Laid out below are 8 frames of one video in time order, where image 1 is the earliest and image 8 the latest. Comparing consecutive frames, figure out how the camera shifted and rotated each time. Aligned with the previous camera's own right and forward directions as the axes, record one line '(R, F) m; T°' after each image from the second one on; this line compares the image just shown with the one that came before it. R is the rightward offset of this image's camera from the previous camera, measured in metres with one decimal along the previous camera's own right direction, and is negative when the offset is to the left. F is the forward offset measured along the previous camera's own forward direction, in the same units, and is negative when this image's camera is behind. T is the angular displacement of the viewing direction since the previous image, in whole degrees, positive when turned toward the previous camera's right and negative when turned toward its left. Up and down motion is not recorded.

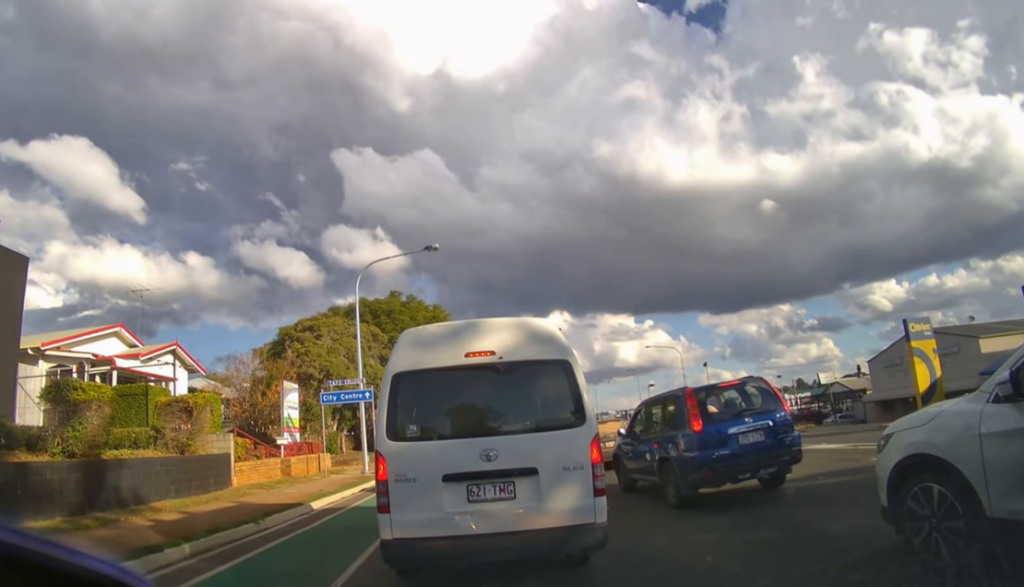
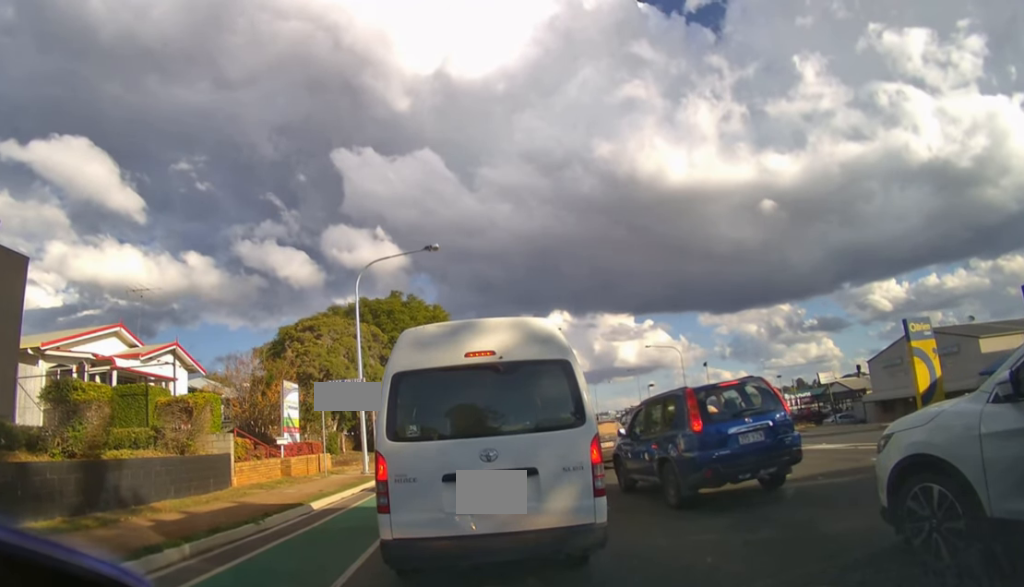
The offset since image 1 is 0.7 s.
(0.0, 0.0) m; 0°
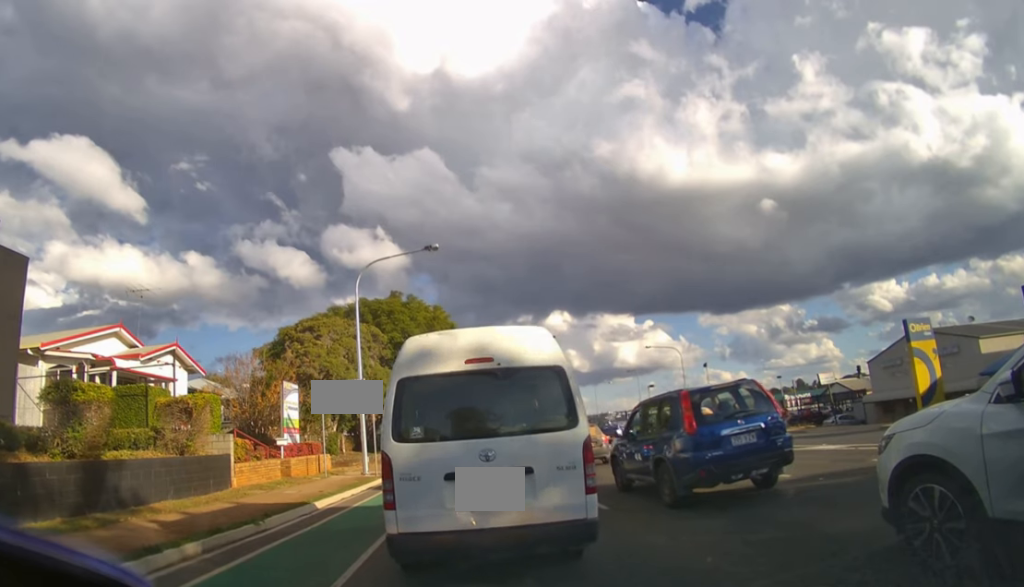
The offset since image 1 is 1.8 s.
(0.0, +0.3) m; 0°
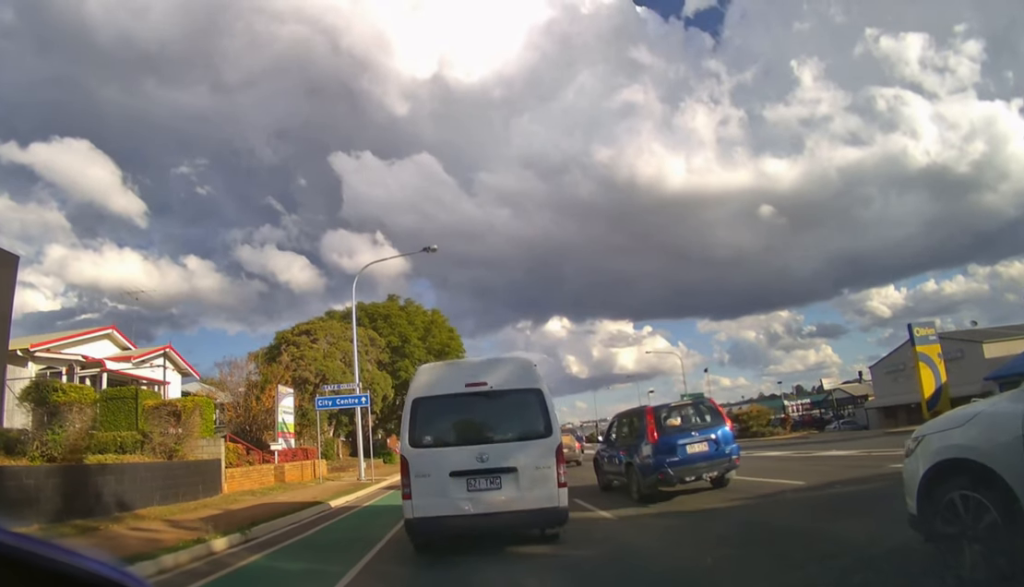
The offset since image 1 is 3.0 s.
(0.0, +0.6) m; 0°
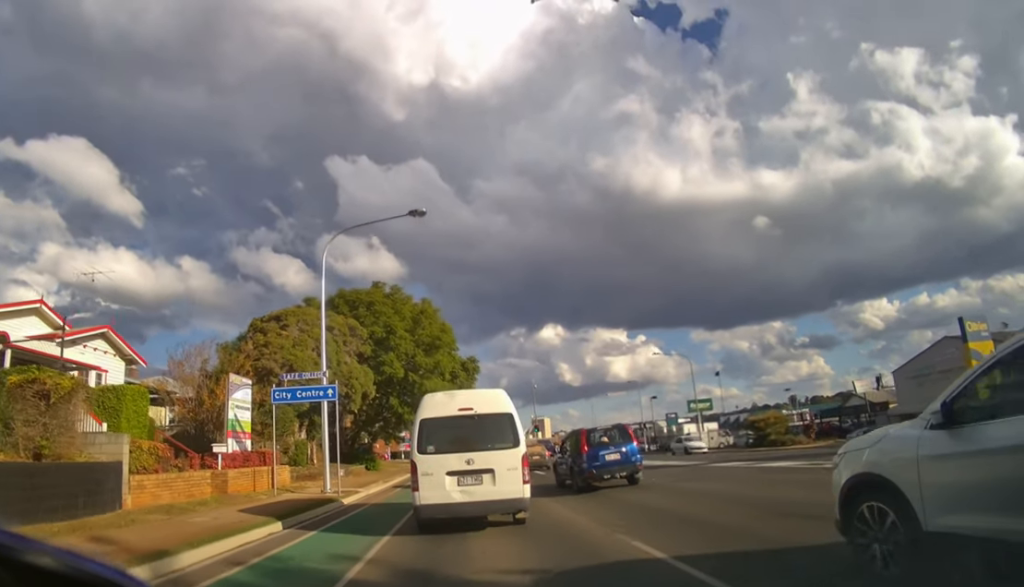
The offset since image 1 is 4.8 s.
(+0.2, +3.5) m; +2°
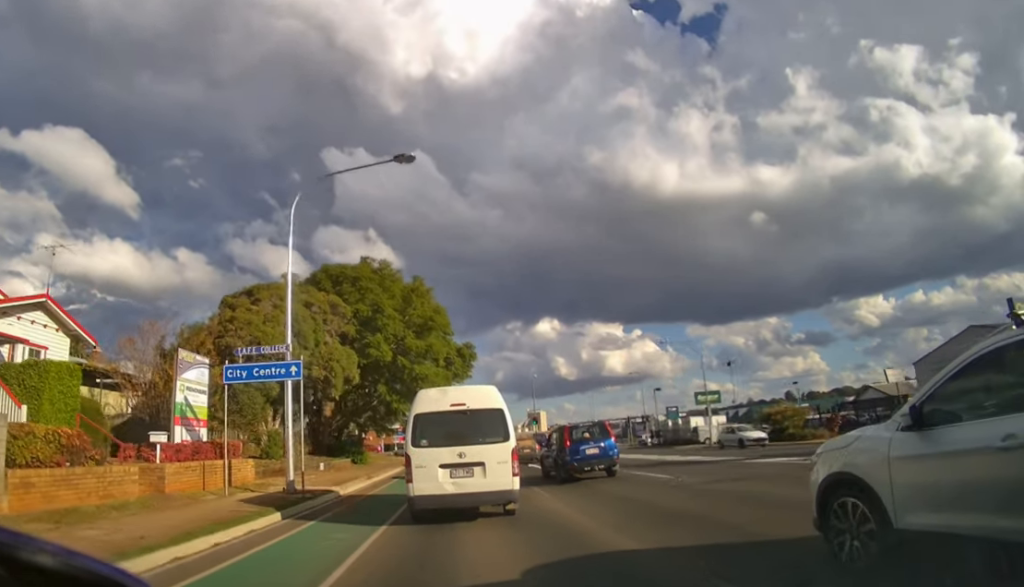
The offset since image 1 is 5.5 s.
(0.0, +3.0) m; 0°
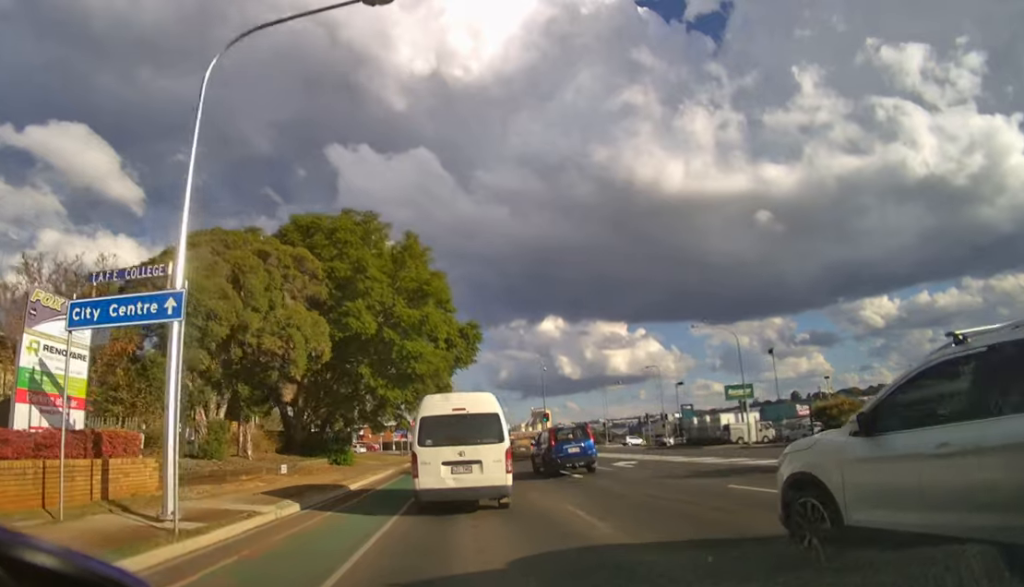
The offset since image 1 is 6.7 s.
(0.0, +6.4) m; 0°
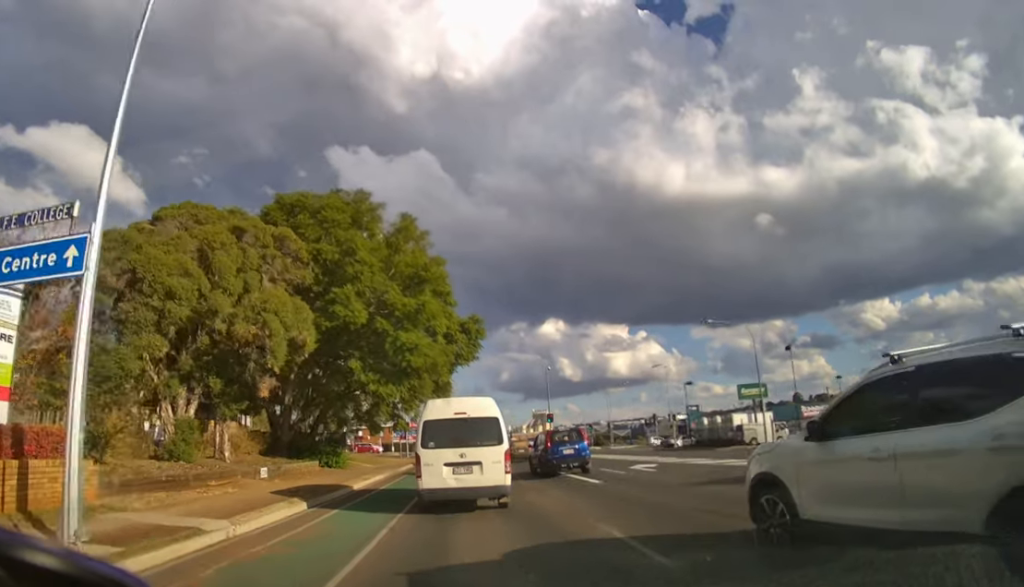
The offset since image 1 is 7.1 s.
(0.0, +2.3) m; 0°
